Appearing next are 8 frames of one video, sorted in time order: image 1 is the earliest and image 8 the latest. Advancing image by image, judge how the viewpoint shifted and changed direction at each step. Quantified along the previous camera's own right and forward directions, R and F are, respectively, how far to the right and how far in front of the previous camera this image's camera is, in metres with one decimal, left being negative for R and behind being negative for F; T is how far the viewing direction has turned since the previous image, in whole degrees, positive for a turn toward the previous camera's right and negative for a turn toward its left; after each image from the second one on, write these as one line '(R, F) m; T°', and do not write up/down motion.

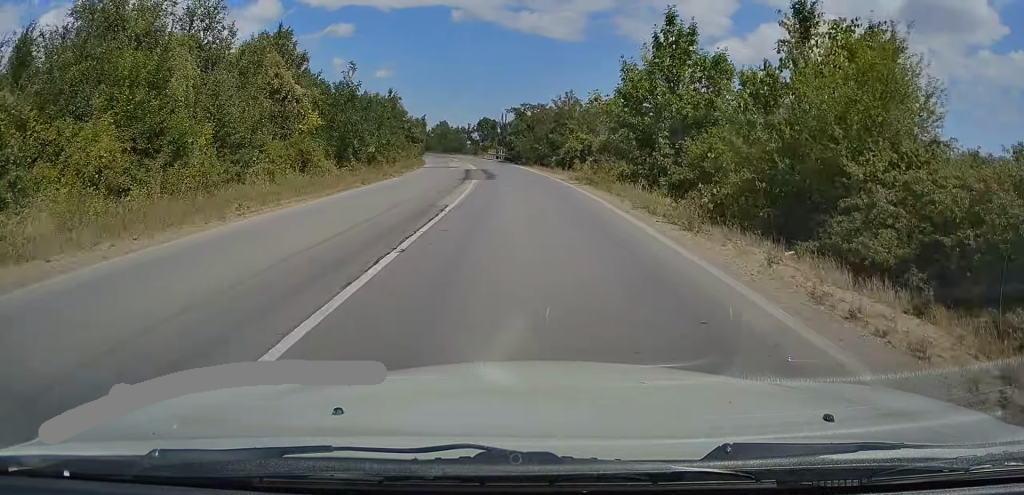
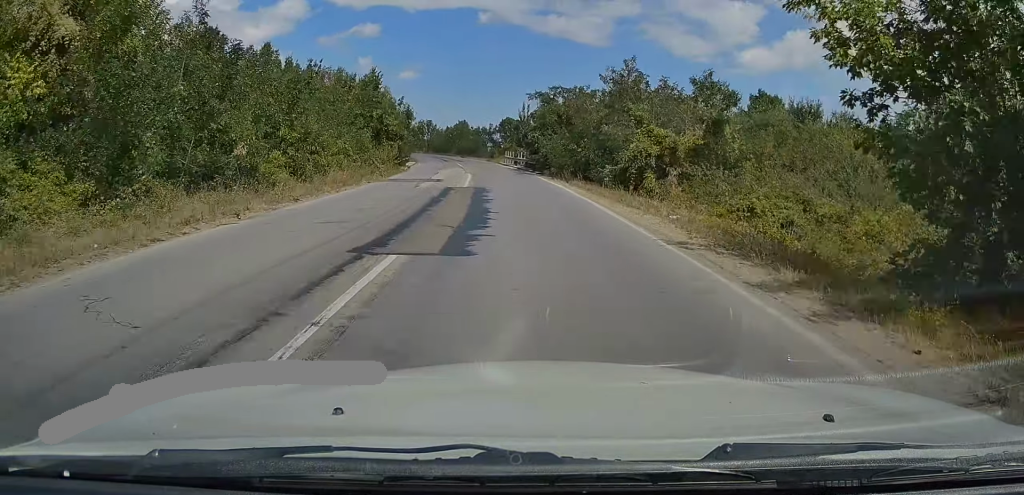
(-0.4, +19.8) m; -2°
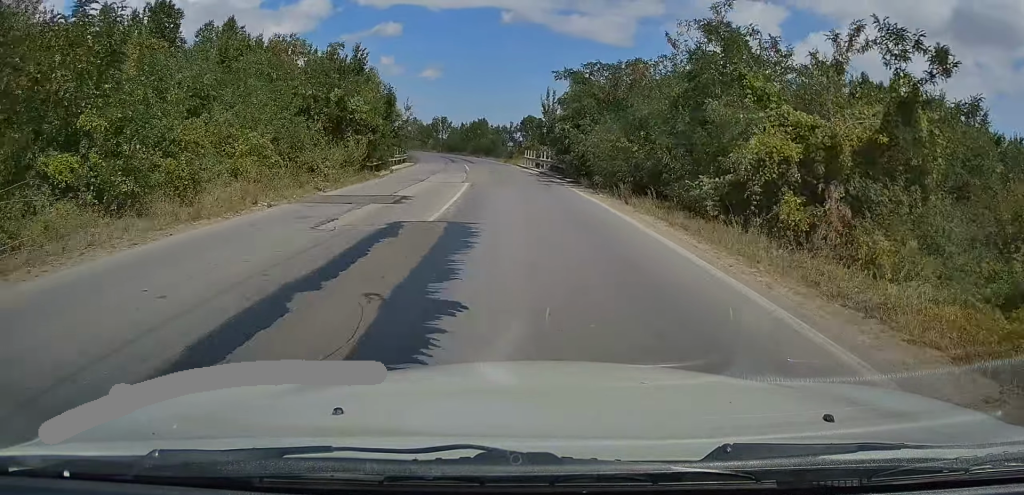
(-0.1, +12.2) m; -1°
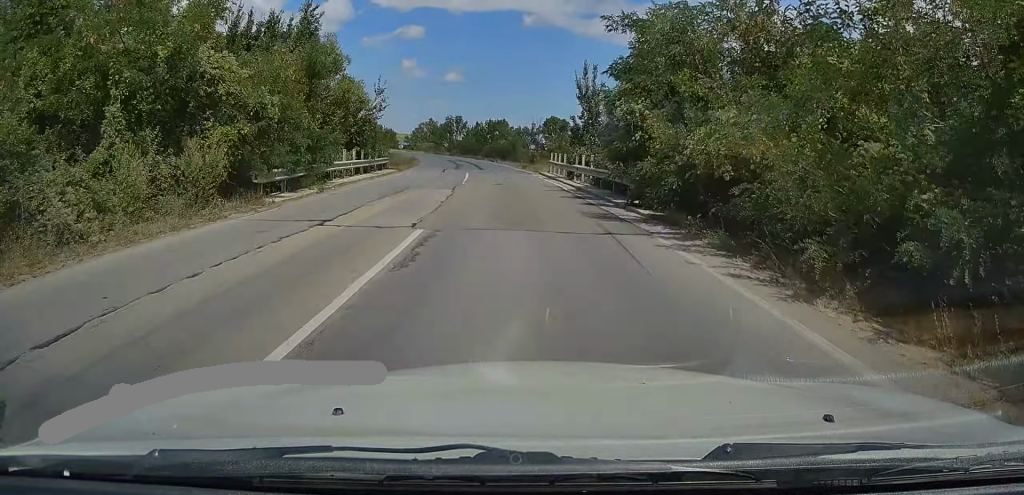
(-0.2, +14.4) m; -2°
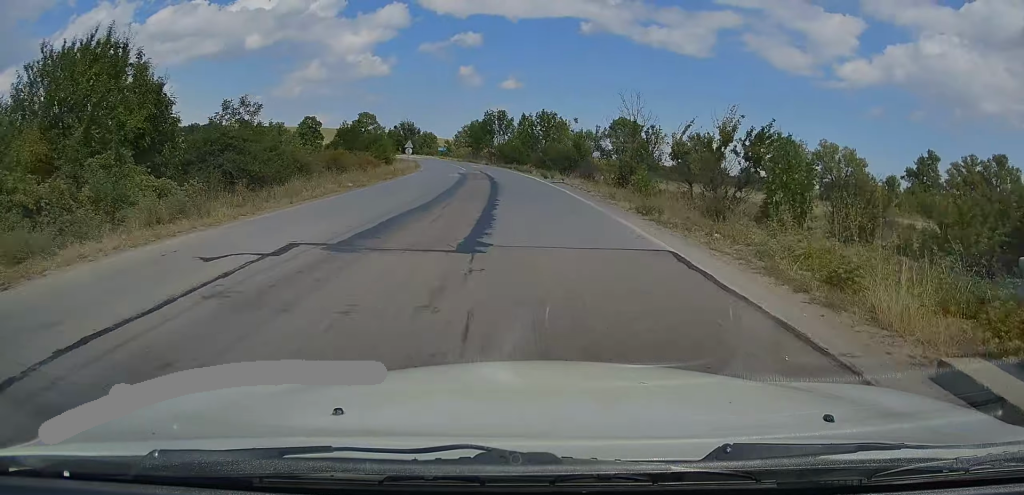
(-1.6, +34.8) m; -5°
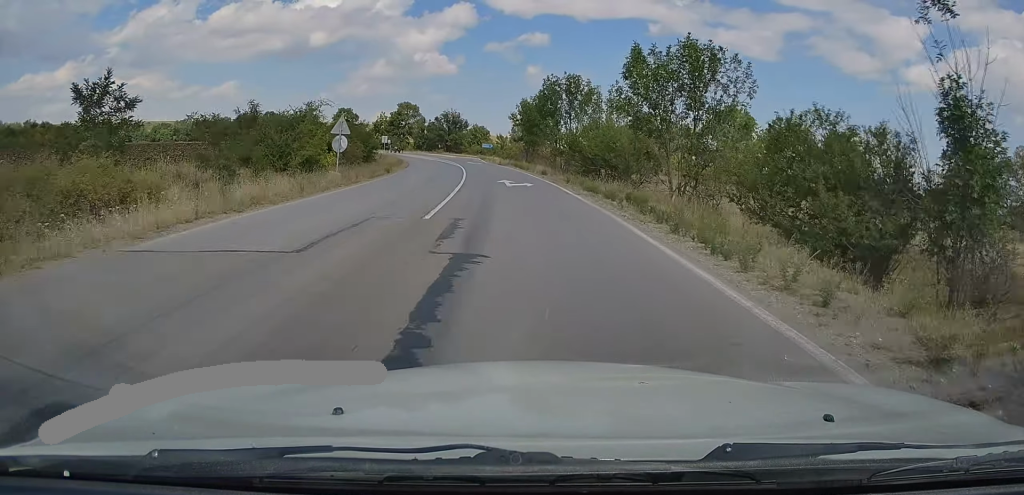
(-2.3, +42.4) m; -6°
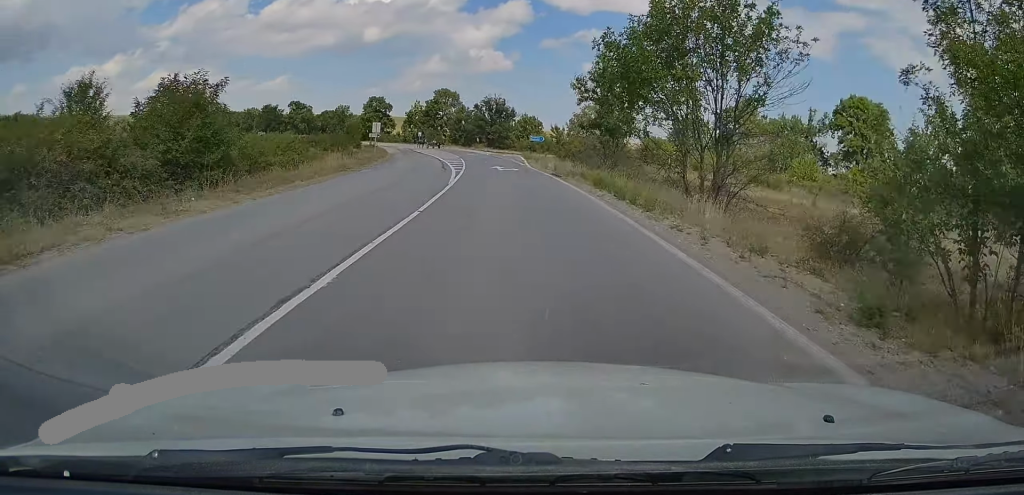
(-1.3, +33.2) m; -5°
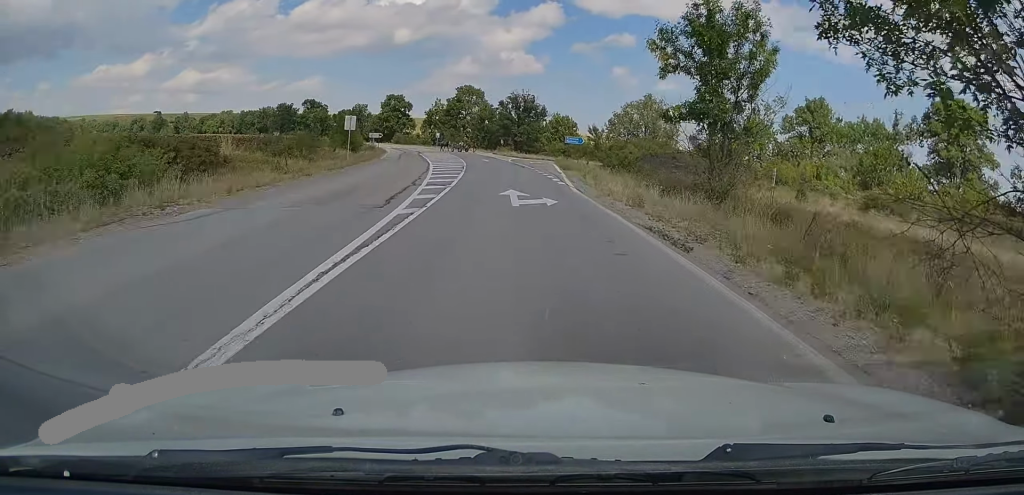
(-0.5, +19.7) m; -3°
